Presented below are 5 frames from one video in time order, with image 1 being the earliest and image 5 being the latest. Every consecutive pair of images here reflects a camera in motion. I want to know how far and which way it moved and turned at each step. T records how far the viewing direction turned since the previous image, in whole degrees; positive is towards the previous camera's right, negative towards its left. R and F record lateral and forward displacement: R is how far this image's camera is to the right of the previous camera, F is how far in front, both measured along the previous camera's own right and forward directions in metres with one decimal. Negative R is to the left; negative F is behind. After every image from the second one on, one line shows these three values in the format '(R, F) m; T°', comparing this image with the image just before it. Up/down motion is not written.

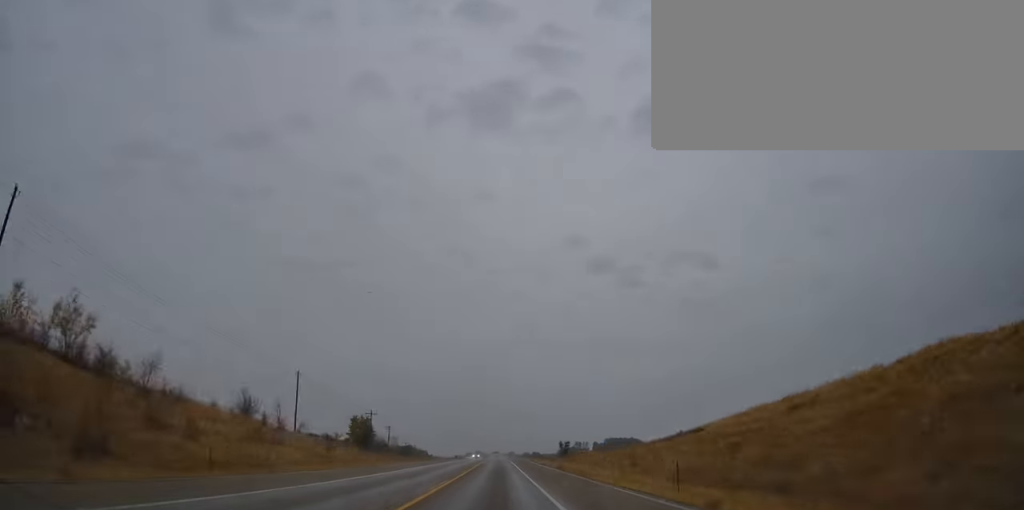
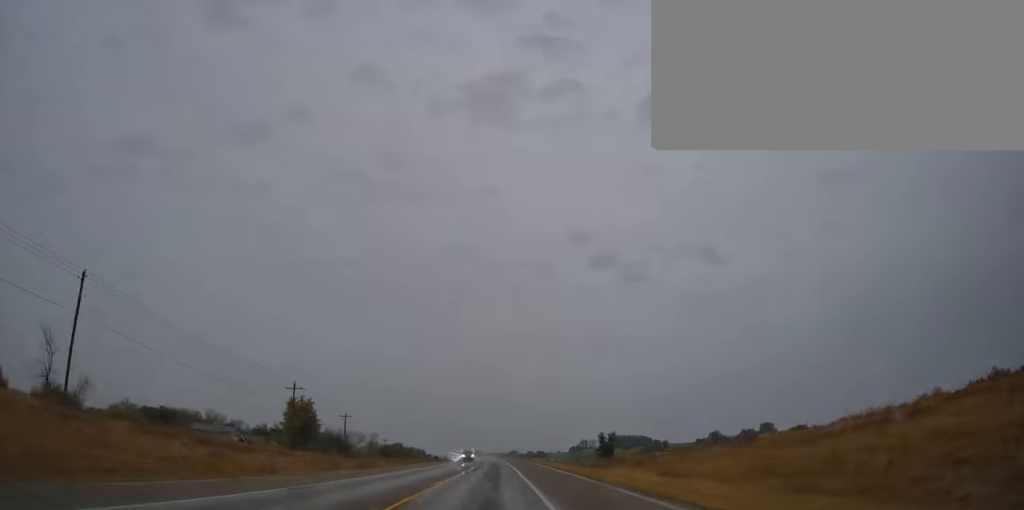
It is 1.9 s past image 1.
(-0.2, +57.9) m; 0°
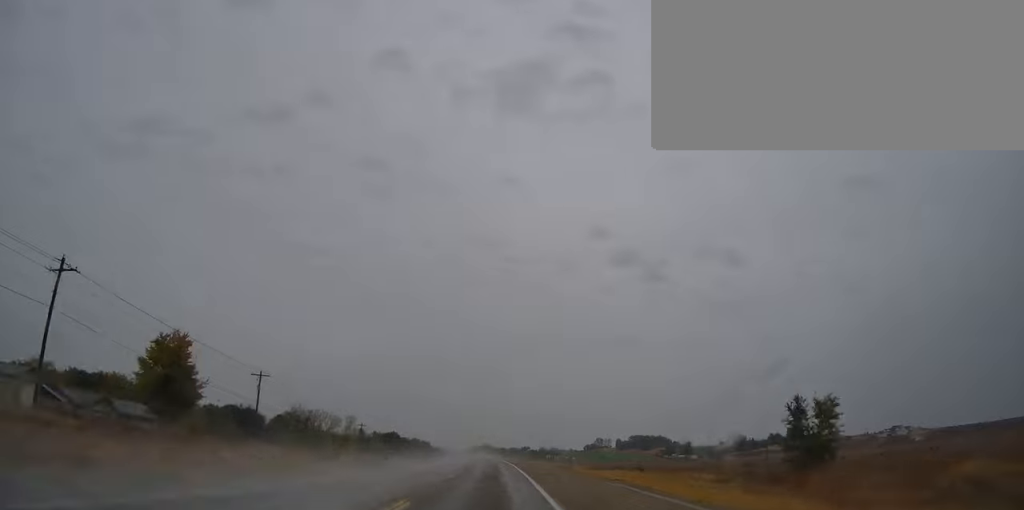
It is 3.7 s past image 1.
(+0.1, +57.8) m; -1°
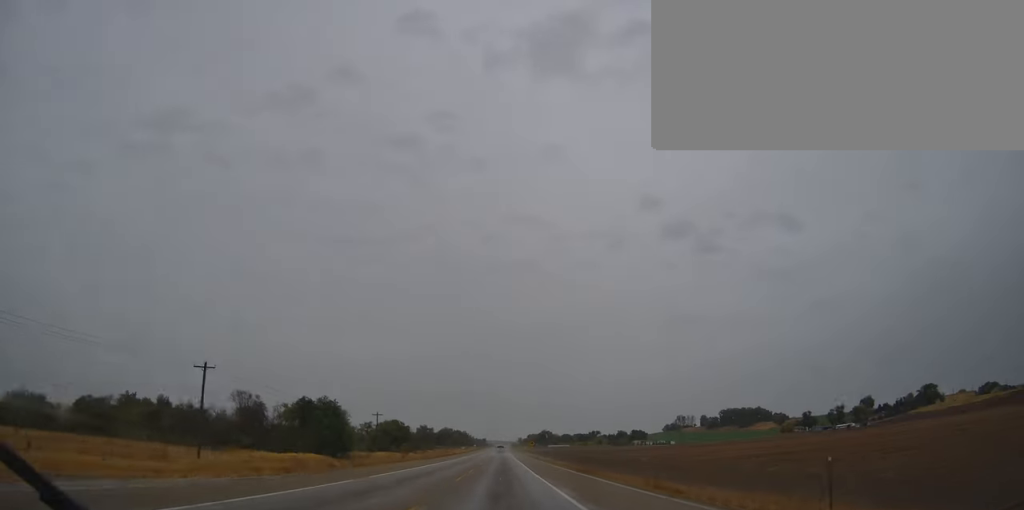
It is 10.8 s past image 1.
(-10.7, +217.0) m; -5°
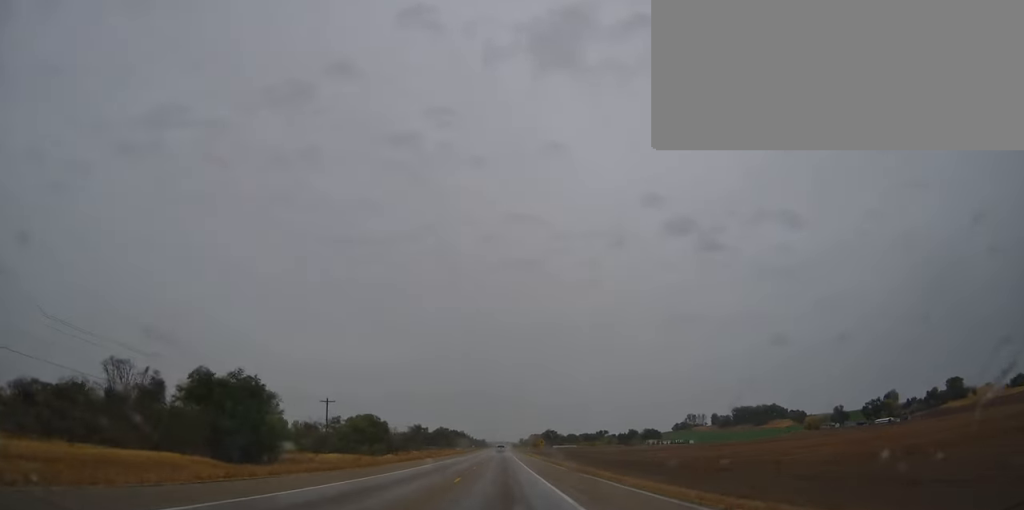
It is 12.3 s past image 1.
(-0.2, +47.5) m; 0°
